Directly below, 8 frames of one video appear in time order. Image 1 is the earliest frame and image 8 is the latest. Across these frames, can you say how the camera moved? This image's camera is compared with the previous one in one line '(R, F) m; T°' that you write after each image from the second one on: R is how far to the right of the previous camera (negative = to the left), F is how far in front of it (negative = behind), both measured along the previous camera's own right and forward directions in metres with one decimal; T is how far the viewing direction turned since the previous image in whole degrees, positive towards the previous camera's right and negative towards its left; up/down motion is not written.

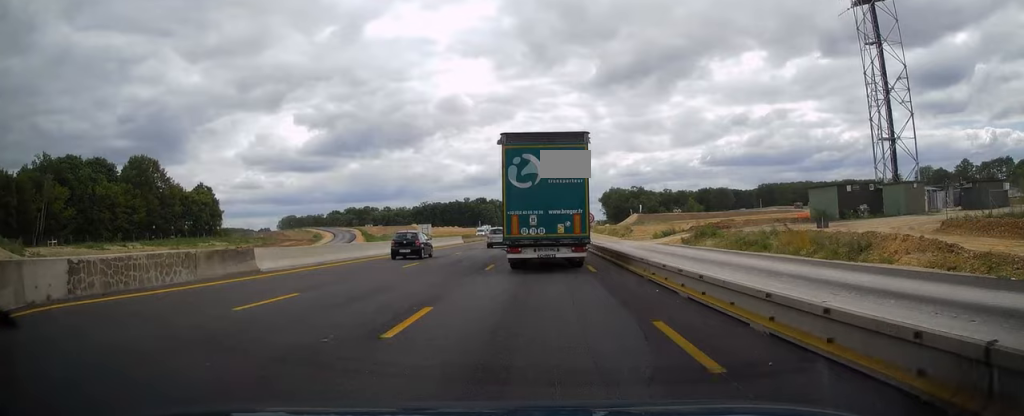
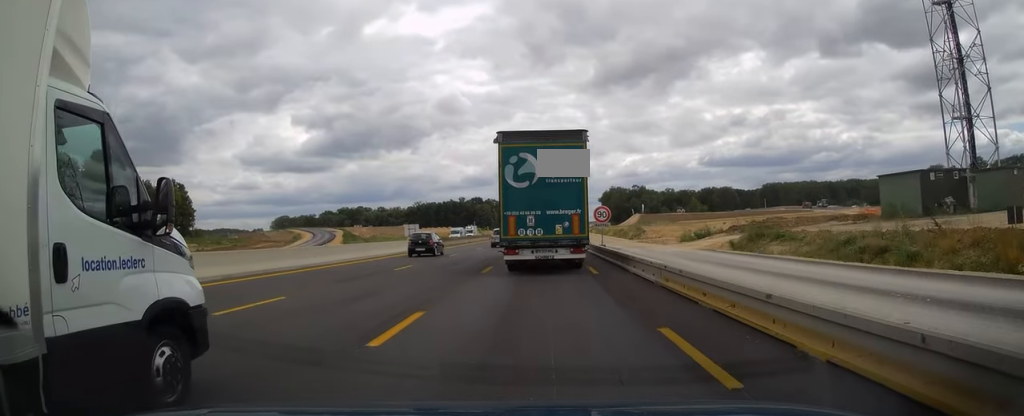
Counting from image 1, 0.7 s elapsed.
(0.0, +13.4) m; 0°
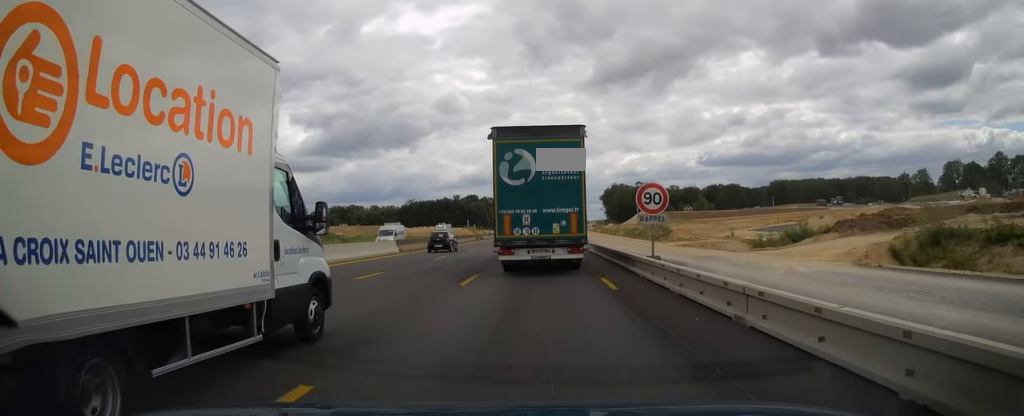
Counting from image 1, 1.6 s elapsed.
(-0.1, +17.9) m; 0°
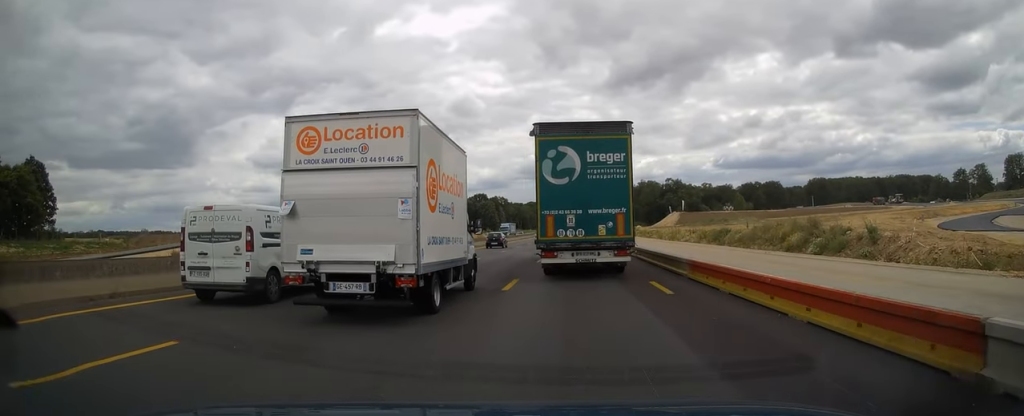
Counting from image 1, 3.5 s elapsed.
(+0.1, +39.9) m; -1°
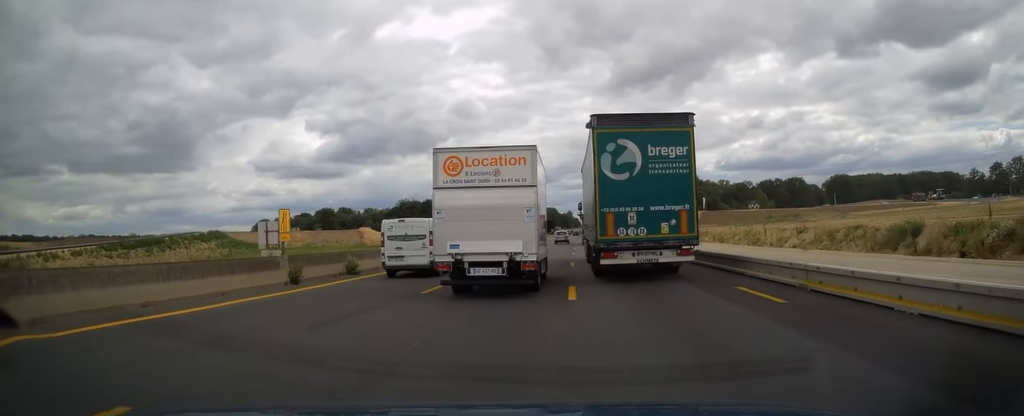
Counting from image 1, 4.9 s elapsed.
(-0.3, +28.3) m; -1°
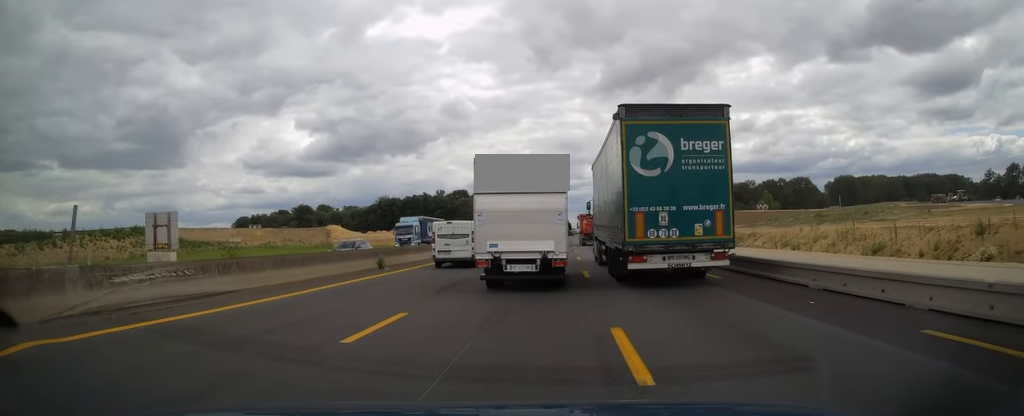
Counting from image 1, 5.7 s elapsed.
(0.0, +19.2) m; 0°
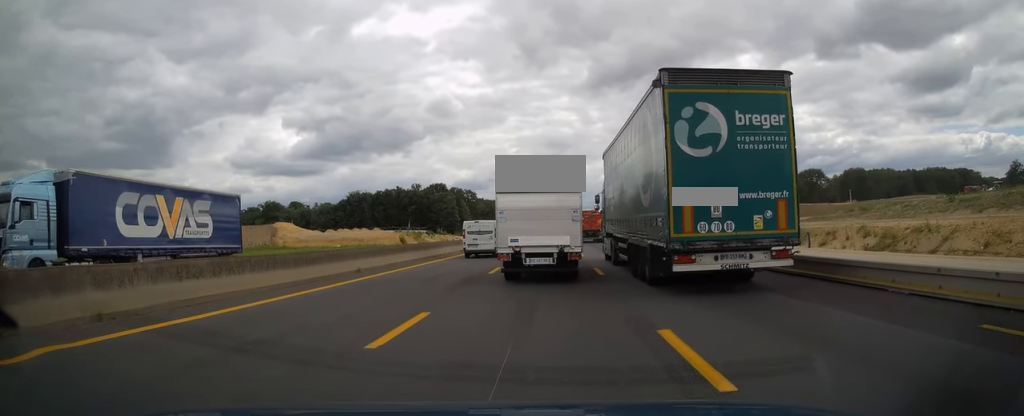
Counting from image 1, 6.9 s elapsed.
(+0.3, +26.5) m; +1°
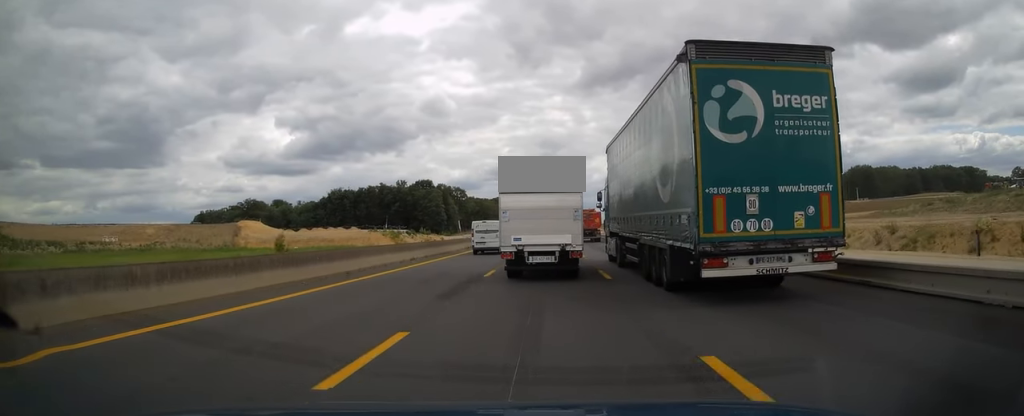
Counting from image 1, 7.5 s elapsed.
(0.0, +14.7) m; +1°
